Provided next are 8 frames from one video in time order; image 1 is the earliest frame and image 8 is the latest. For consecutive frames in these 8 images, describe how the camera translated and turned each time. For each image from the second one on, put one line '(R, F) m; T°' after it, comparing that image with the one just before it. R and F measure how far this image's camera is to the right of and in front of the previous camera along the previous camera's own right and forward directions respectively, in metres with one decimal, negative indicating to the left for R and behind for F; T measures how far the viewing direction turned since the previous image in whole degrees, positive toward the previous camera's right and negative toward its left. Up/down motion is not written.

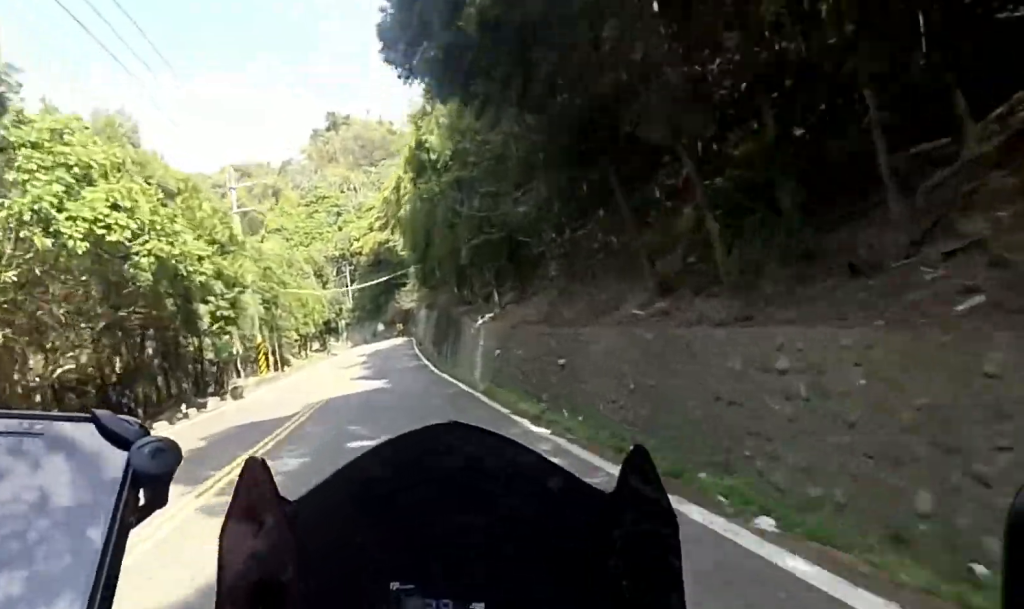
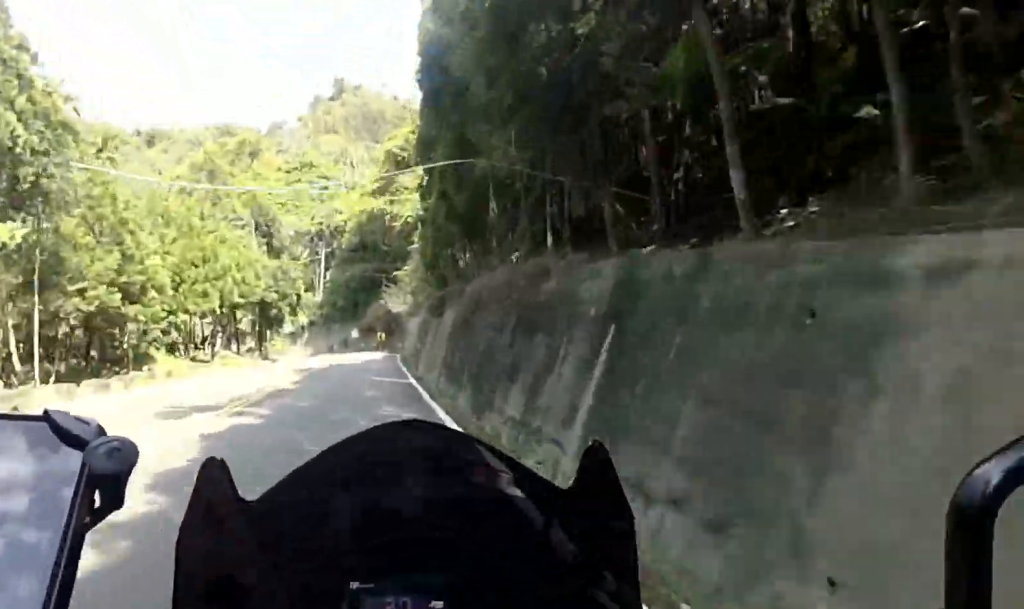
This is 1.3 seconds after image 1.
(+1.7, +25.5) m; +4°
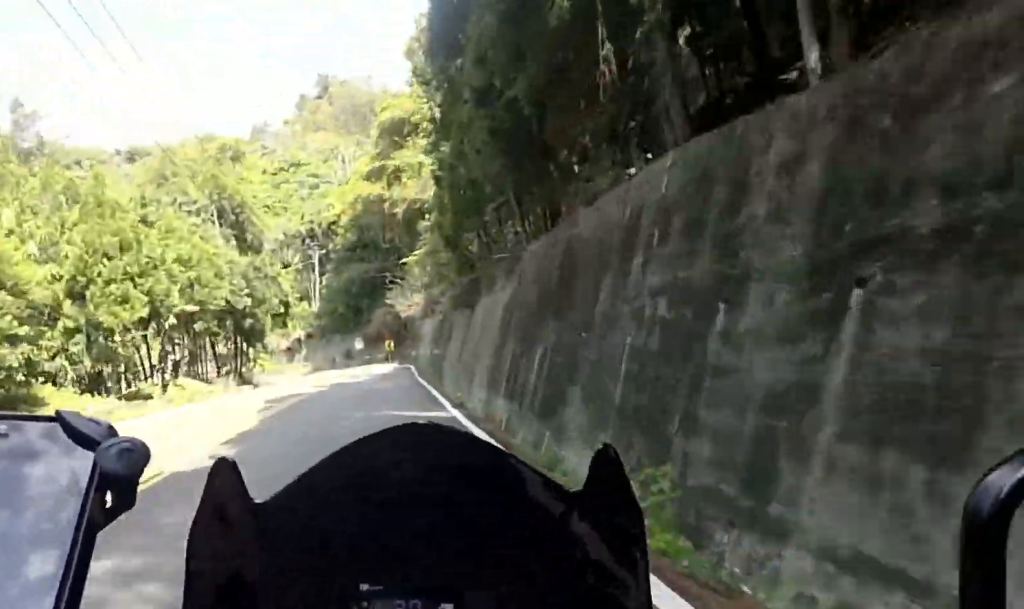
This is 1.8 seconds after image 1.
(+0.3, +9.3) m; -1°
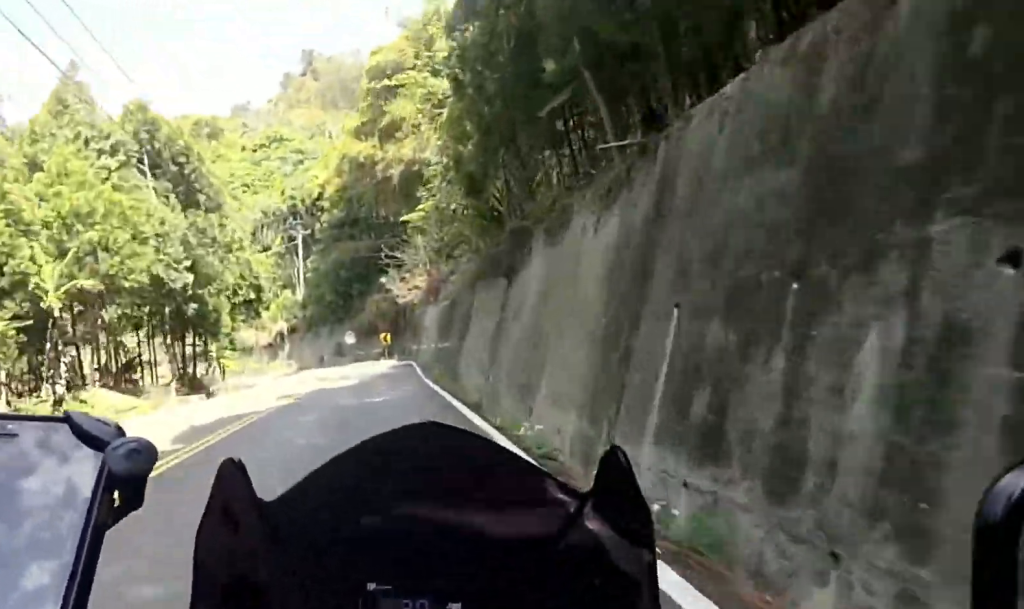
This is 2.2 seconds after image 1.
(-0.5, +7.7) m; -2°
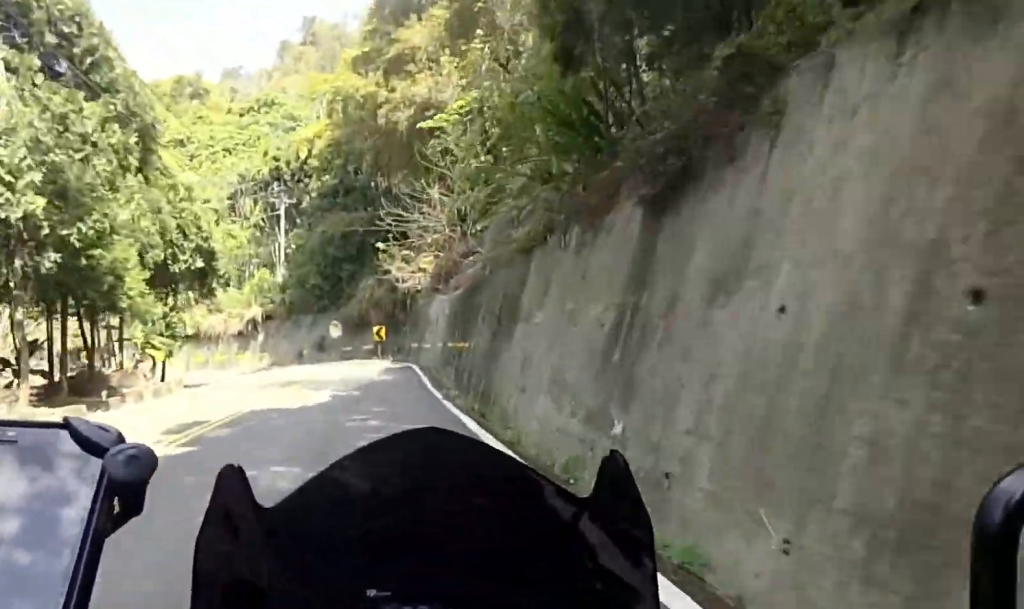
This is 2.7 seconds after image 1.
(-0.2, +9.1) m; -2°
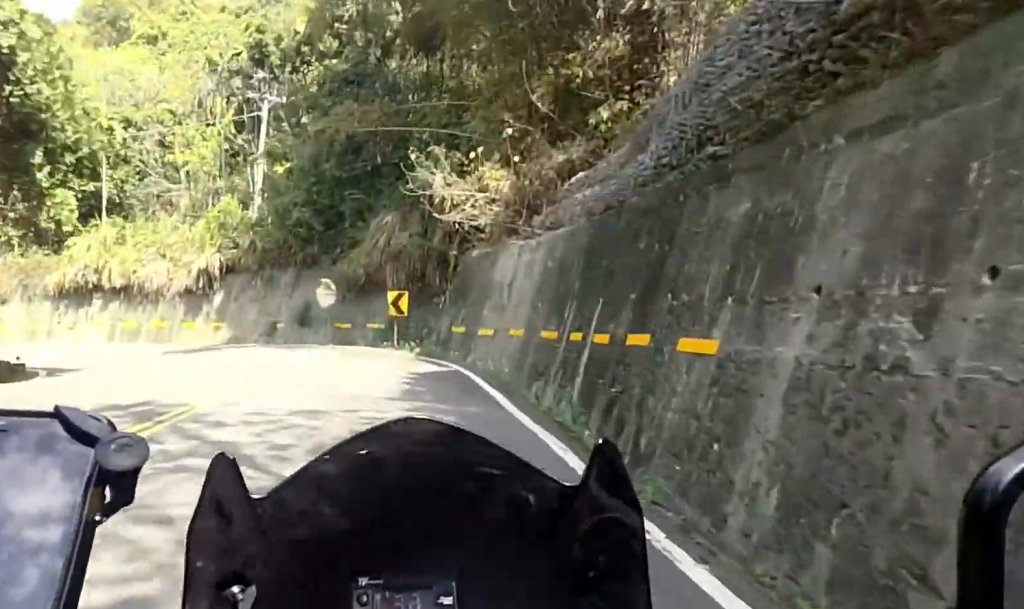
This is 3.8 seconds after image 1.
(-0.4, +15.6) m; -1°
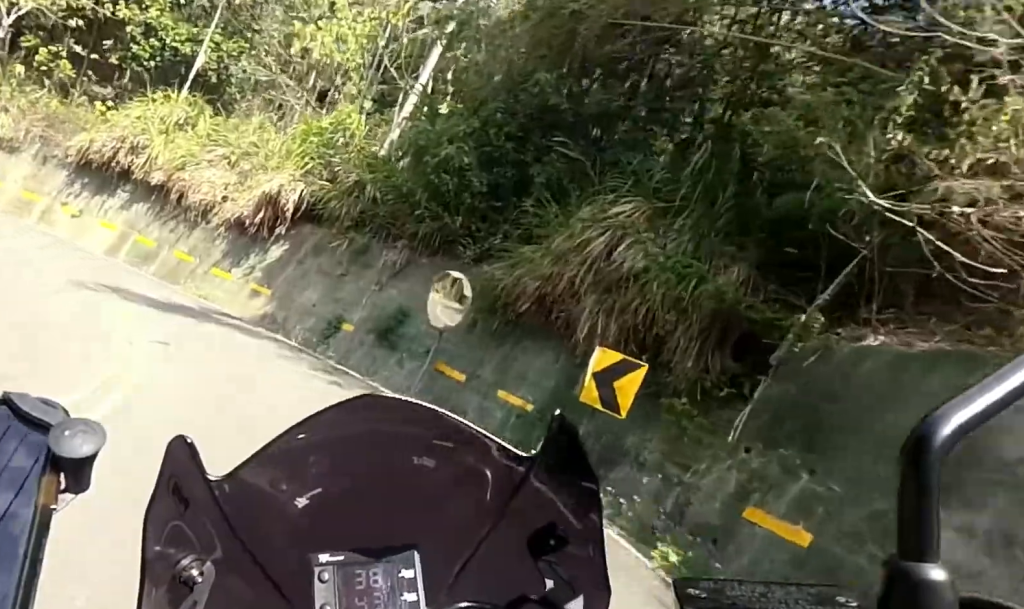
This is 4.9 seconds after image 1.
(-0.2, +13.0) m; -15°
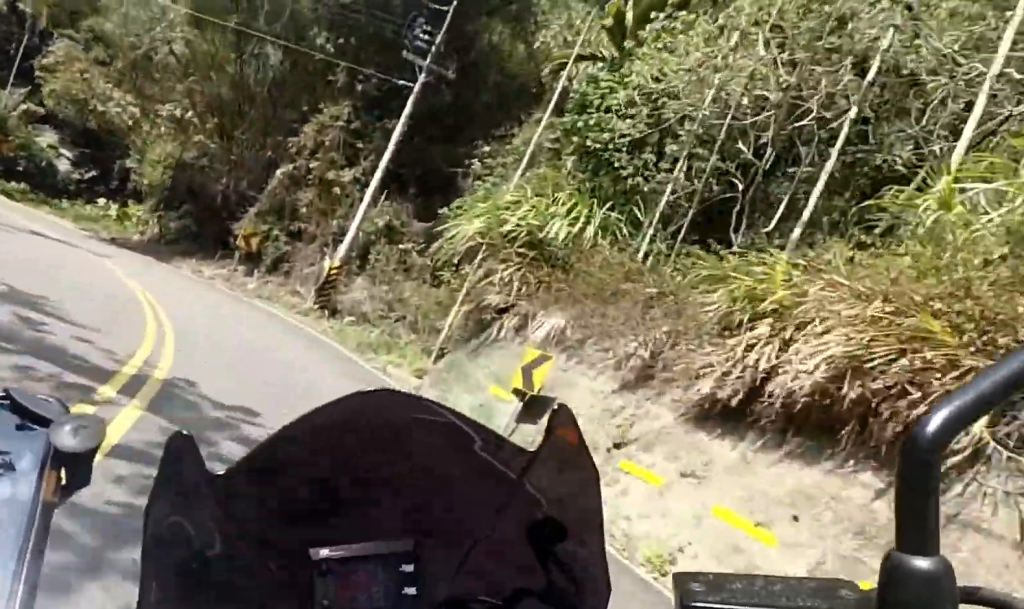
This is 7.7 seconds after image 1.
(-13.8, +8.6) m; -88°
